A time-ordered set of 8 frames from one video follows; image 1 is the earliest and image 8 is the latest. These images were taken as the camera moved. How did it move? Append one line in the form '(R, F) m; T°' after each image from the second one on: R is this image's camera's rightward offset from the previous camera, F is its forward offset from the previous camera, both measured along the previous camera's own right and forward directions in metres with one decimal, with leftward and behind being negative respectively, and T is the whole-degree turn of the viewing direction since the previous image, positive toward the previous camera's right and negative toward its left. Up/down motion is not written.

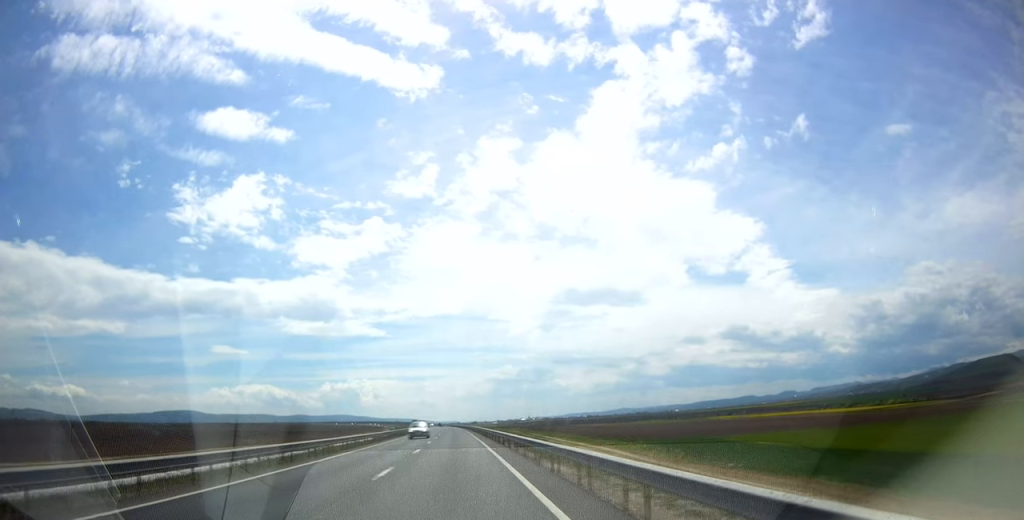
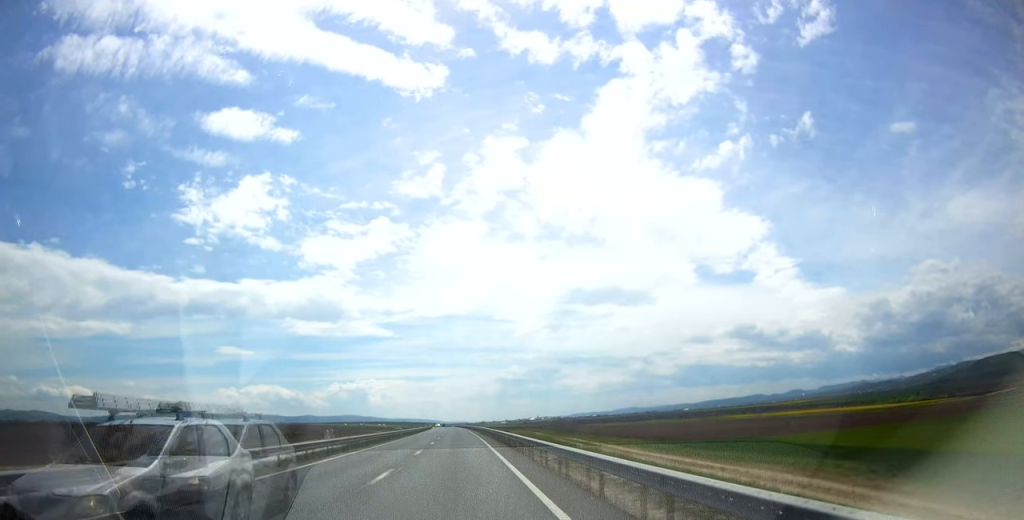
(-0.2, +25.5) m; 0°
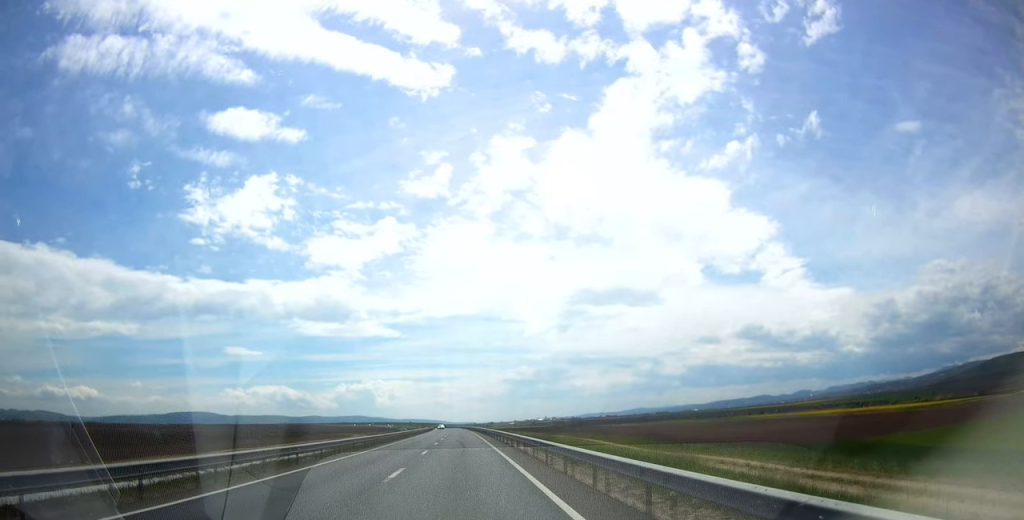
(+0.2, +35.6) m; 0°
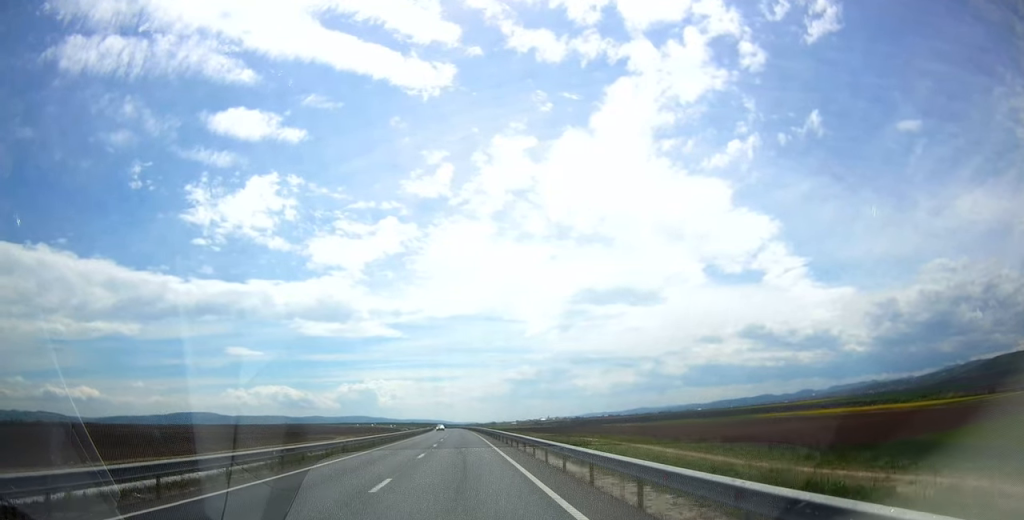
(0.0, +14.8) m; -1°
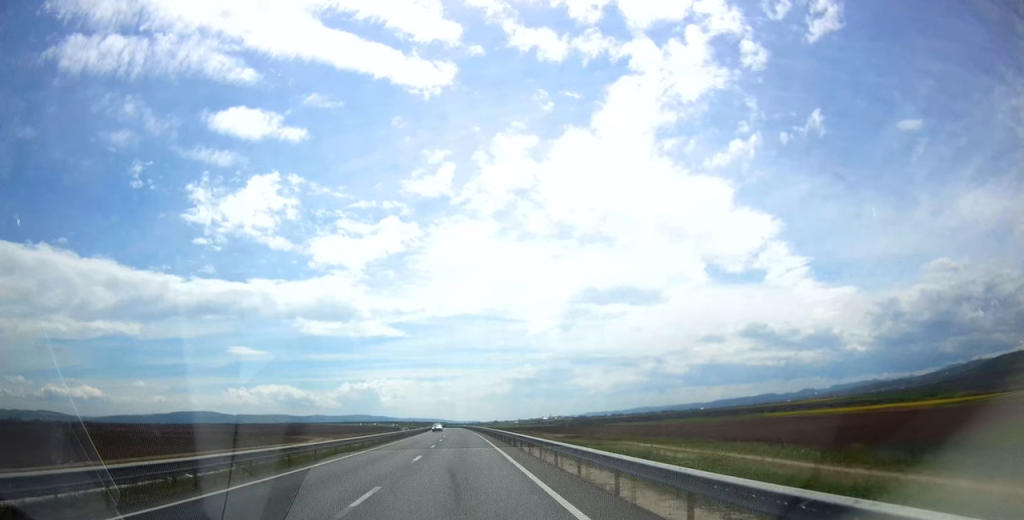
(-0.3, +14.8) m; -1°
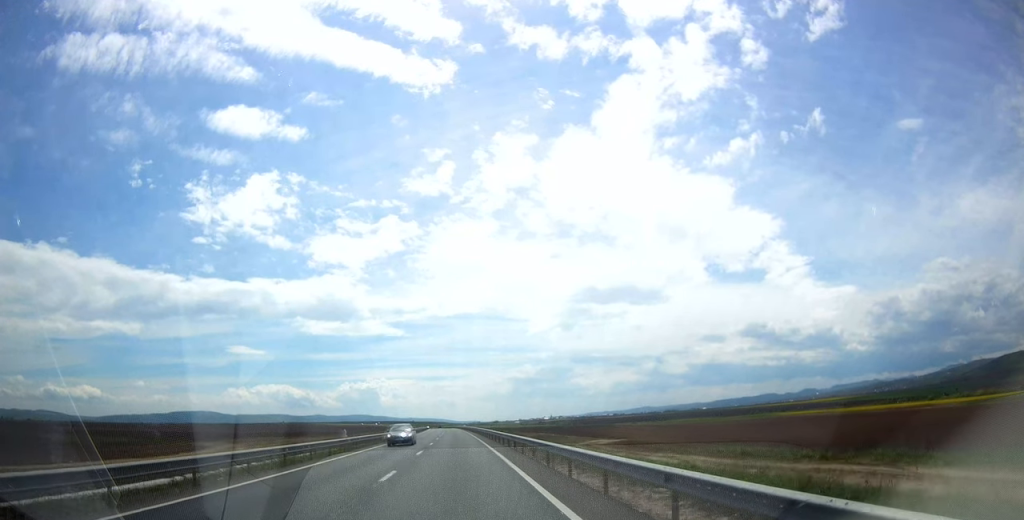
(-0.5, +31.7) m; -1°
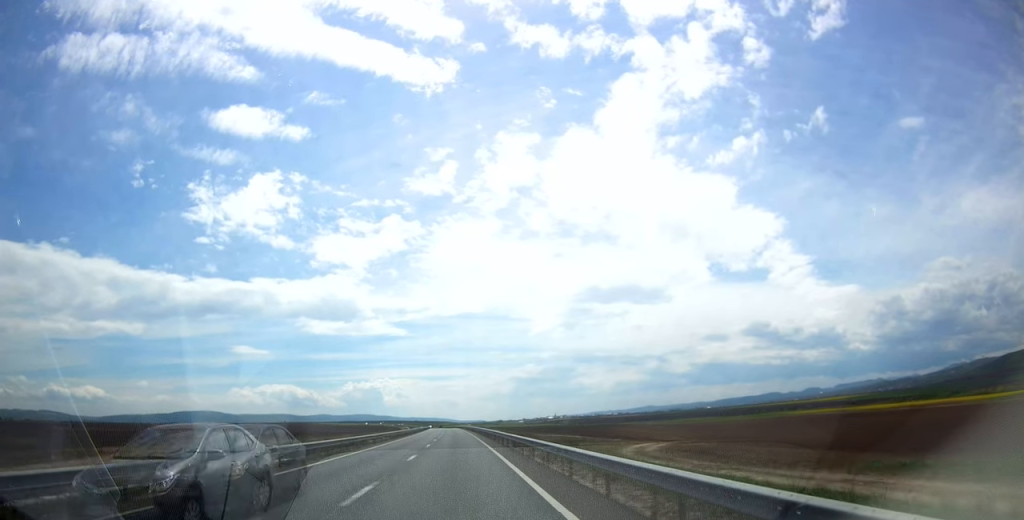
(0.0, +15.8) m; 0°
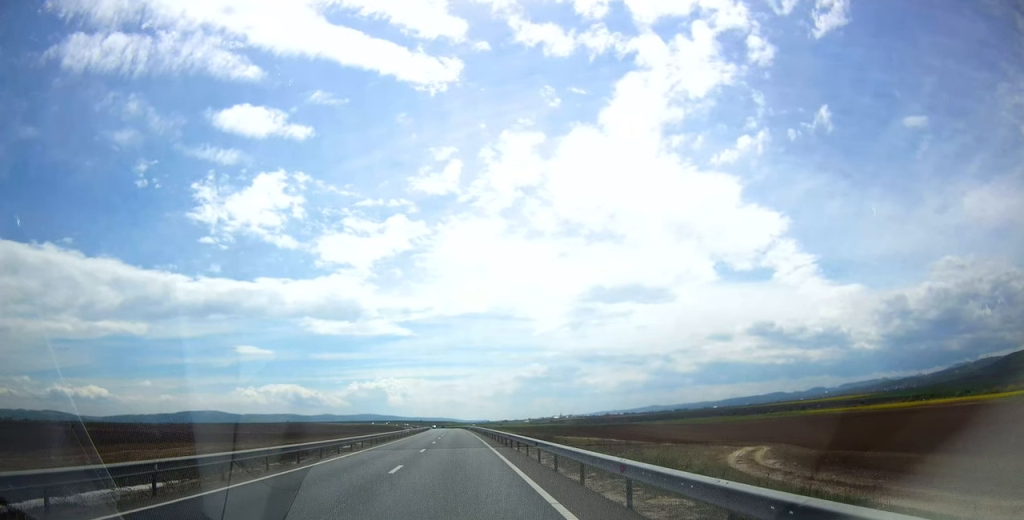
(+0.1, +18.1) m; 0°
